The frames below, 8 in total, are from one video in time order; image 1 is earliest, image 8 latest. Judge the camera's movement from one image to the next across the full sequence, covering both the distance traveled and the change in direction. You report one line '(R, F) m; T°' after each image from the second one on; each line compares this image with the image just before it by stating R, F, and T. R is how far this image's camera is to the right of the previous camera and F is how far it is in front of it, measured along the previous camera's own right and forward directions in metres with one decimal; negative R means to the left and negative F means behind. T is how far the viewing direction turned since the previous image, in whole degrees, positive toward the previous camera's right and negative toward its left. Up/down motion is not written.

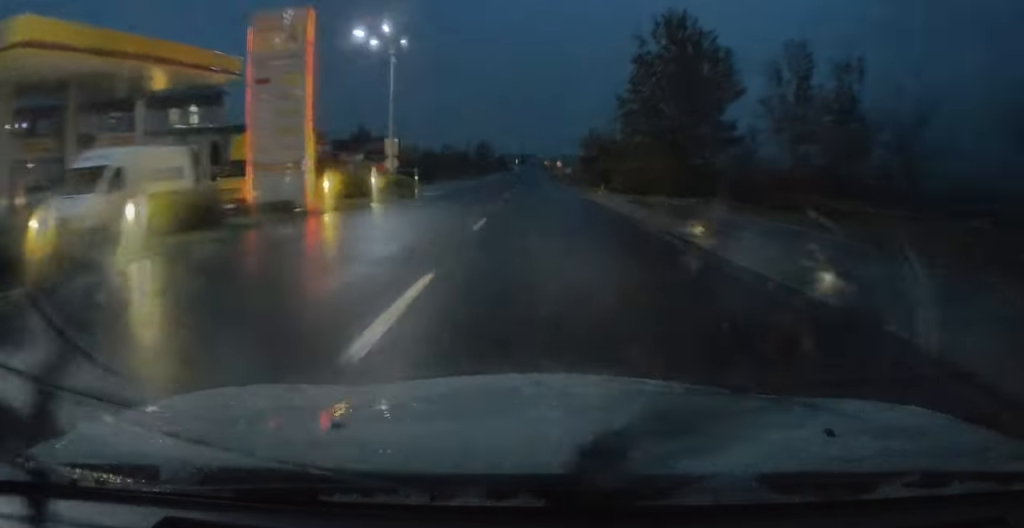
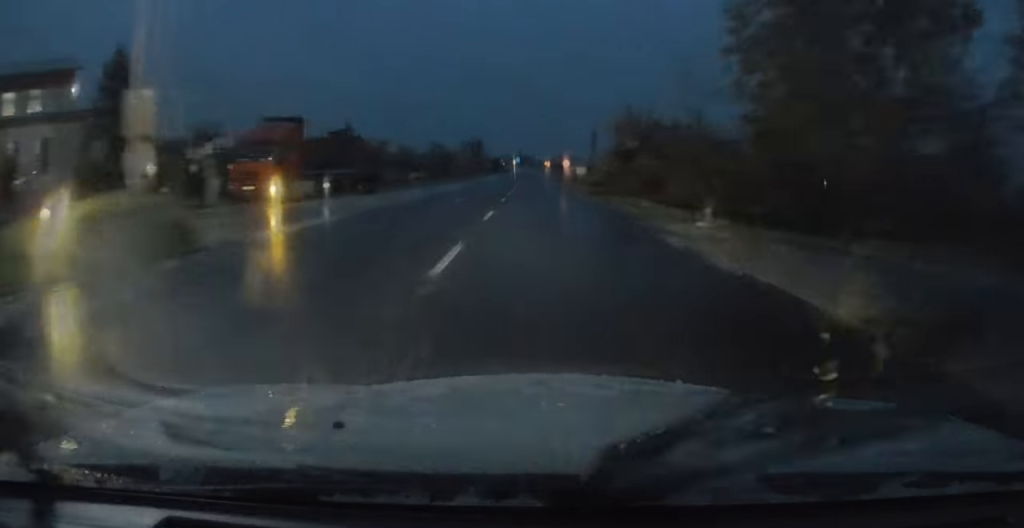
(0.0, +23.4) m; 0°
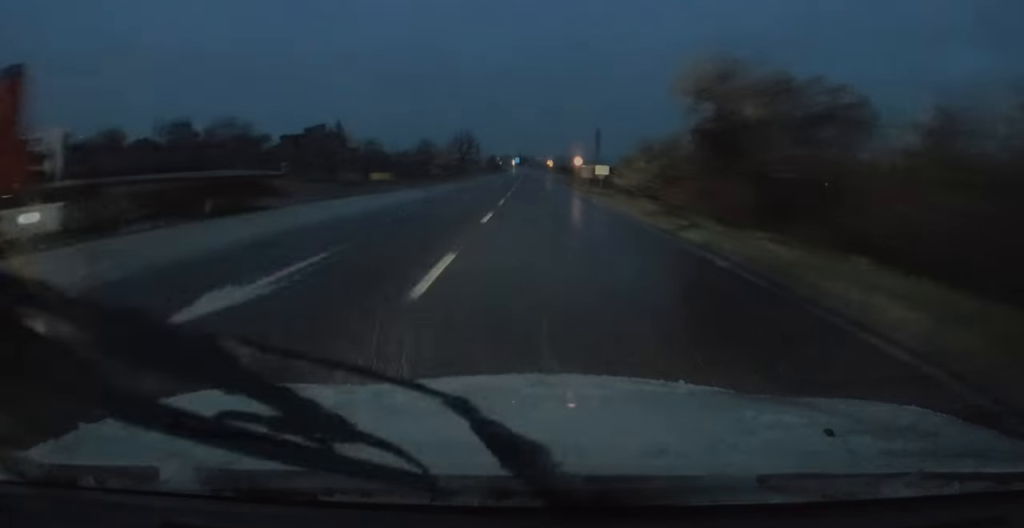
(+0.1, +19.3) m; 0°
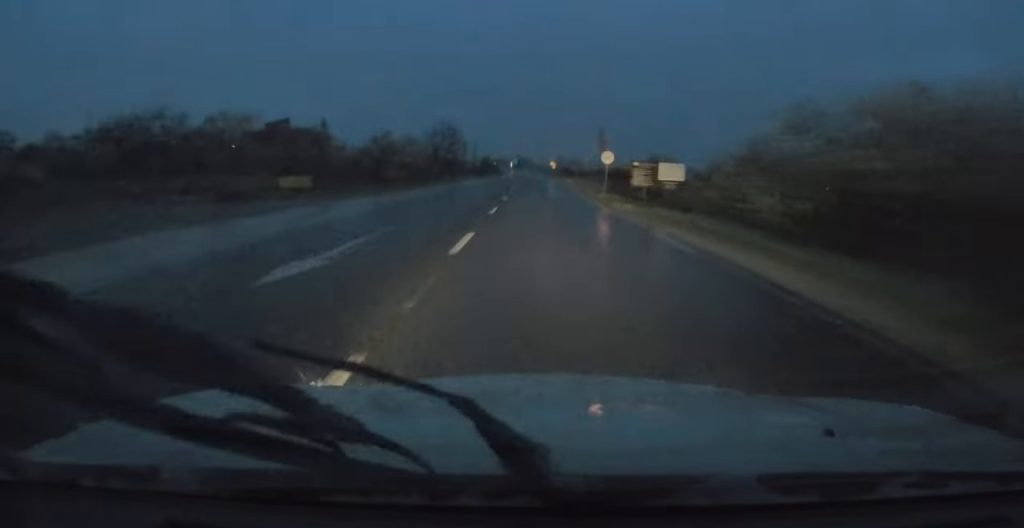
(0.0, +23.7) m; 0°
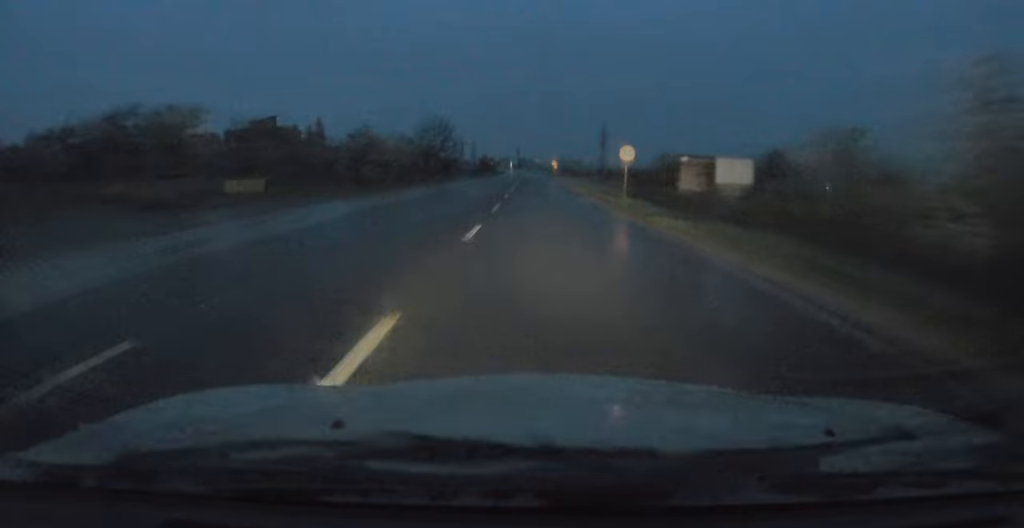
(0.0, +7.6) m; 0°
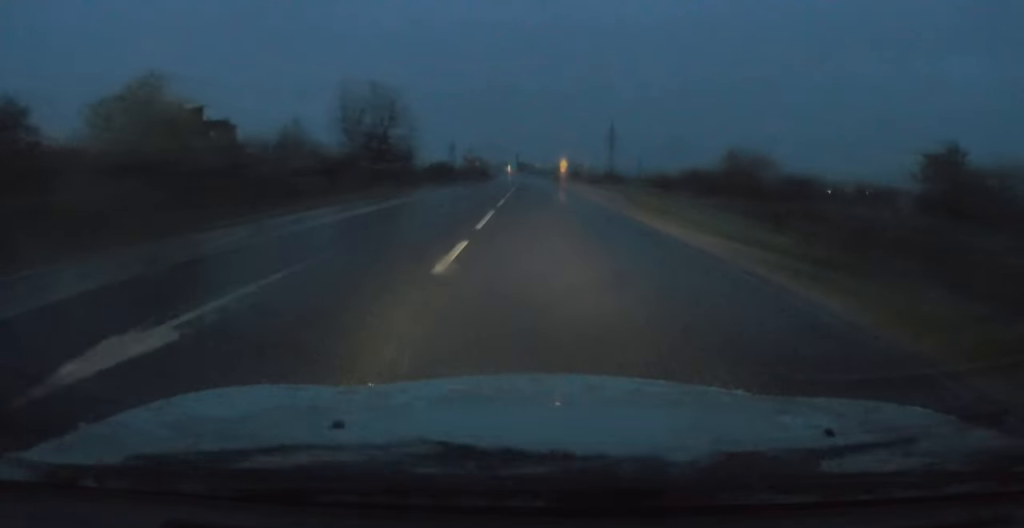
(0.0, +29.8) m; 0°
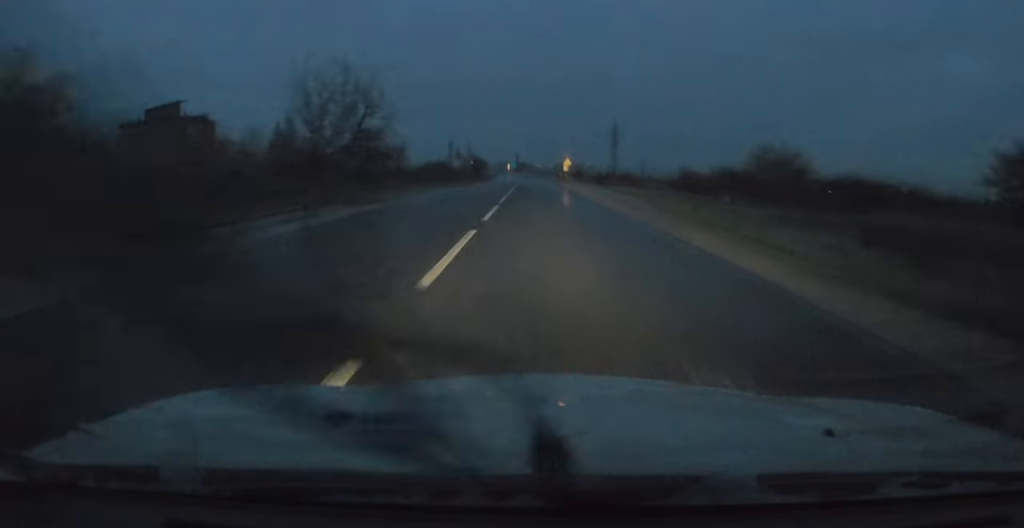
(-0.1, +7.1) m; 0°
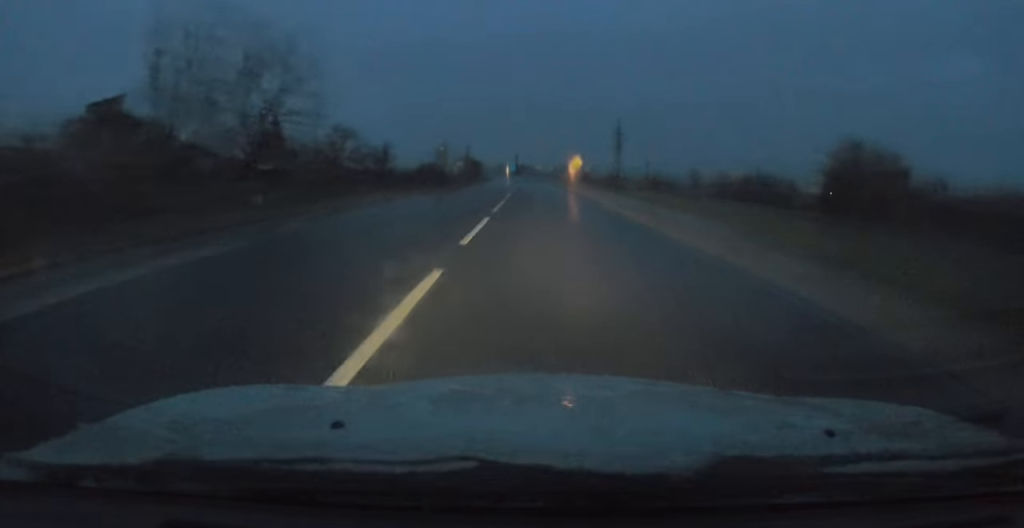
(0.0, +14.4) m; 0°
